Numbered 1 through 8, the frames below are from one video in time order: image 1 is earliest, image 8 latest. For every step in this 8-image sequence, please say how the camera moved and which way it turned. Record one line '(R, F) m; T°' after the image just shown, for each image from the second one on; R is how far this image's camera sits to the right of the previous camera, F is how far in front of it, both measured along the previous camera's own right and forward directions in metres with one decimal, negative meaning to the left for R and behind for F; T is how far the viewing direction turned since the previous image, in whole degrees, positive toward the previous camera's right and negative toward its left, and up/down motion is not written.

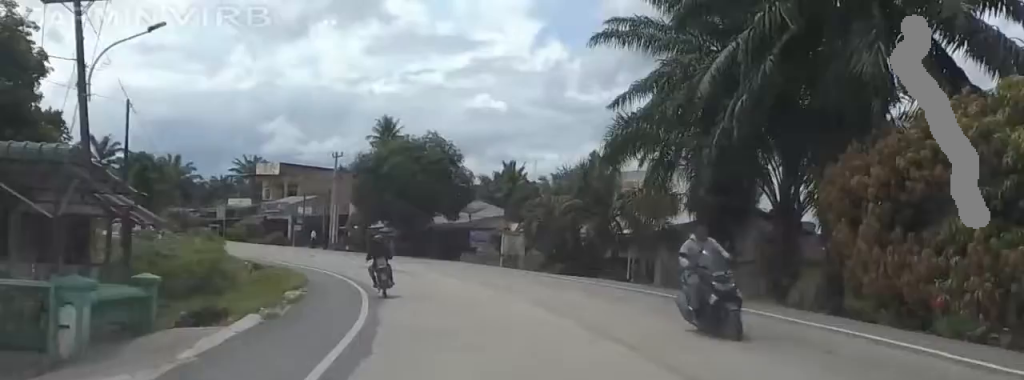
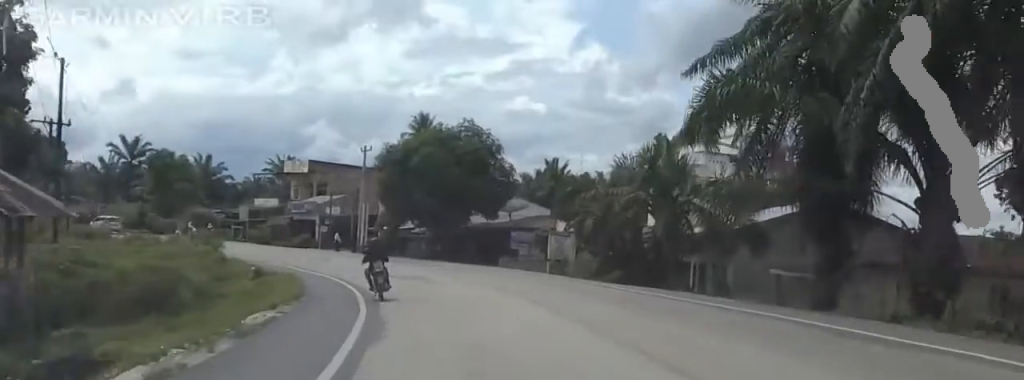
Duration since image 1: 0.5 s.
(0.0, +7.3) m; -5°
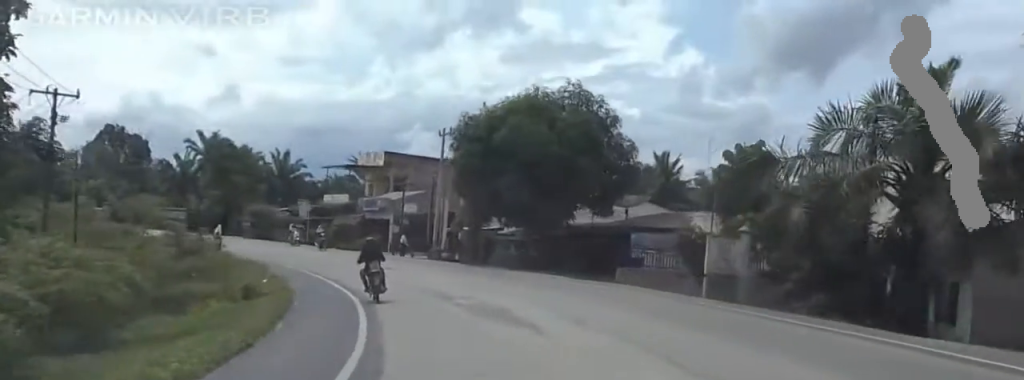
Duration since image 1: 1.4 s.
(-1.4, +14.3) m; -2°
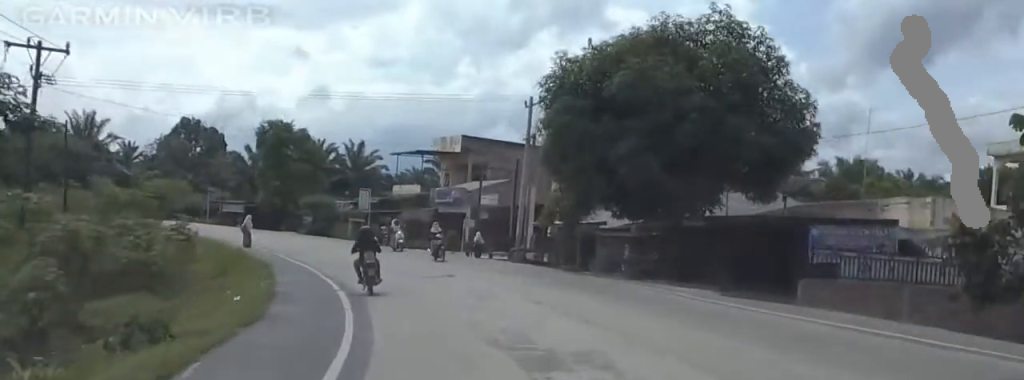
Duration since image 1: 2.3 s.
(+0.7, +12.3) m; -4°
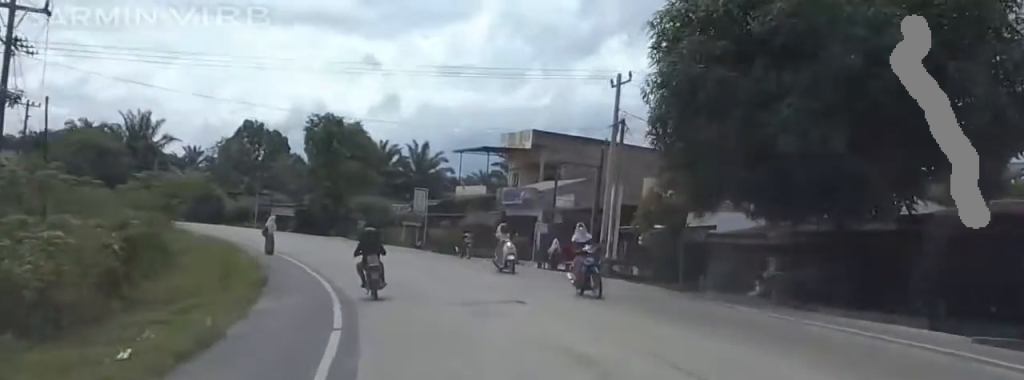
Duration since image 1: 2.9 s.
(-0.5, +8.7) m; -6°
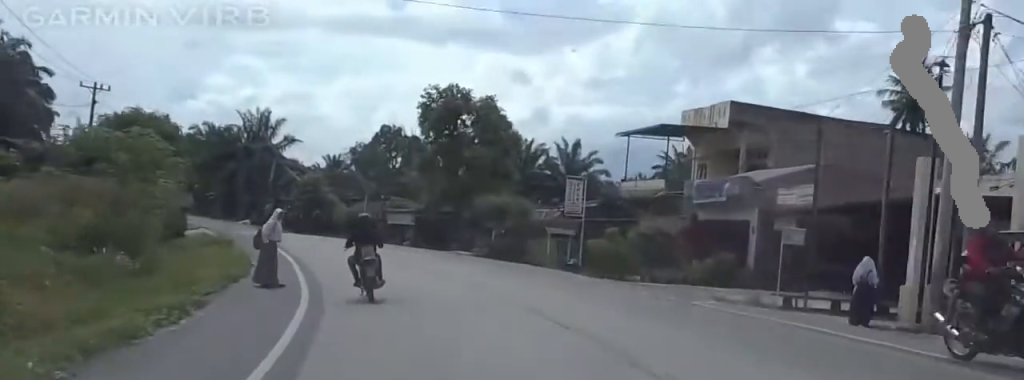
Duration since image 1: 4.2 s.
(-2.5, +18.8) m; -9°
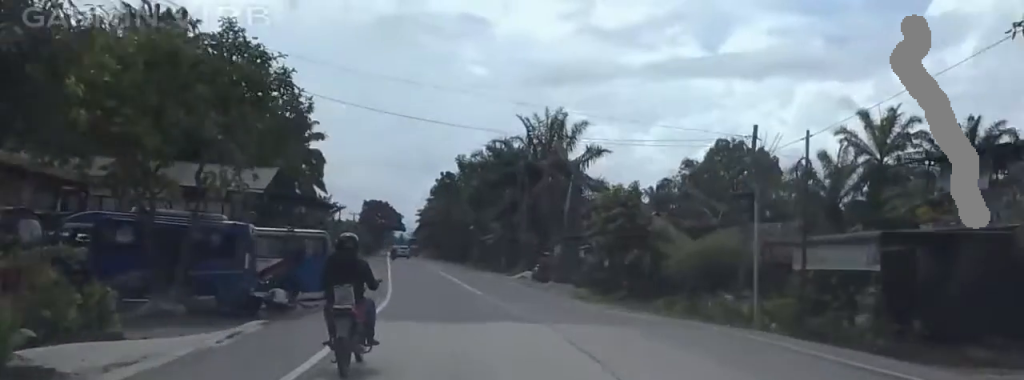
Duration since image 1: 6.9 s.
(-5.2, +40.0) m; -17°
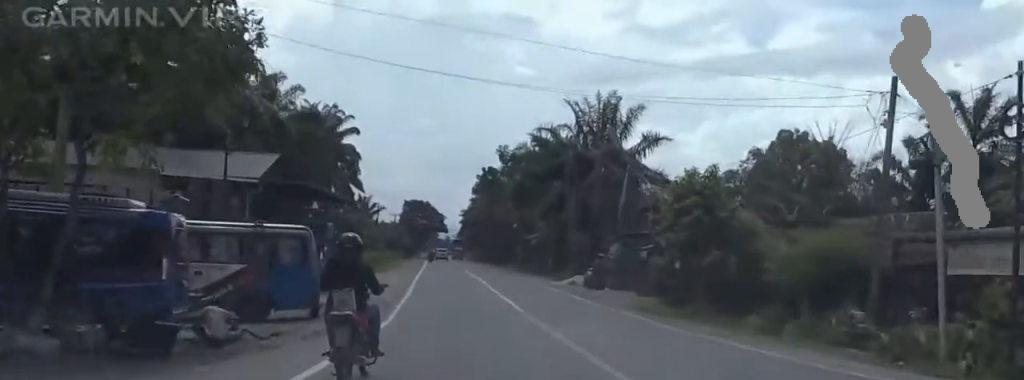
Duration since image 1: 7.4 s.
(-0.4, +8.5) m; -2°
